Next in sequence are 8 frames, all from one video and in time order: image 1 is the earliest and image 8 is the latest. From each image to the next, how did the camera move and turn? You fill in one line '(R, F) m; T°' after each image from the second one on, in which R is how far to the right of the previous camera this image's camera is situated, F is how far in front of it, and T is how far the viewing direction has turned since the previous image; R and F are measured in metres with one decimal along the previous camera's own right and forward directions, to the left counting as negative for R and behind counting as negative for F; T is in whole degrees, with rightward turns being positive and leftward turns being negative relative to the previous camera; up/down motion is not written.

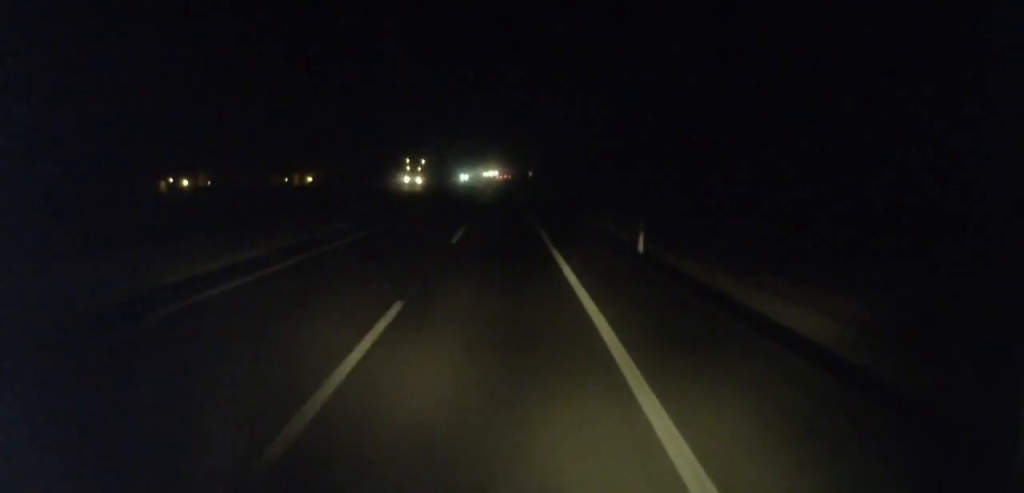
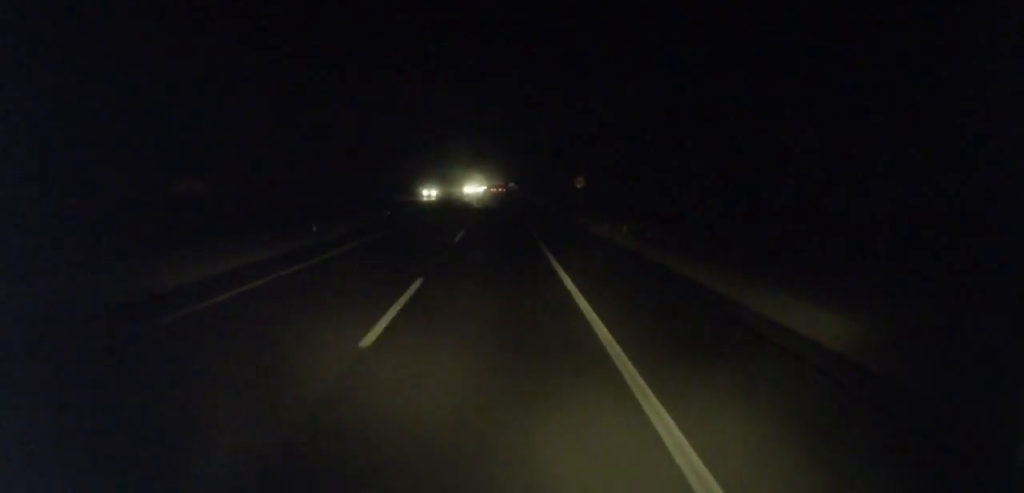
(-0.7, +134.7) m; 0°
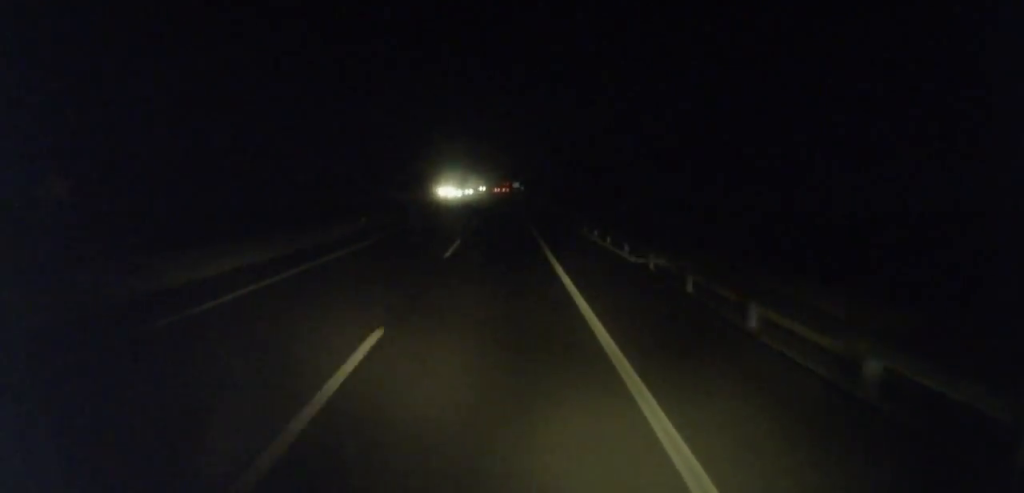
(0.0, +57.2) m; 0°
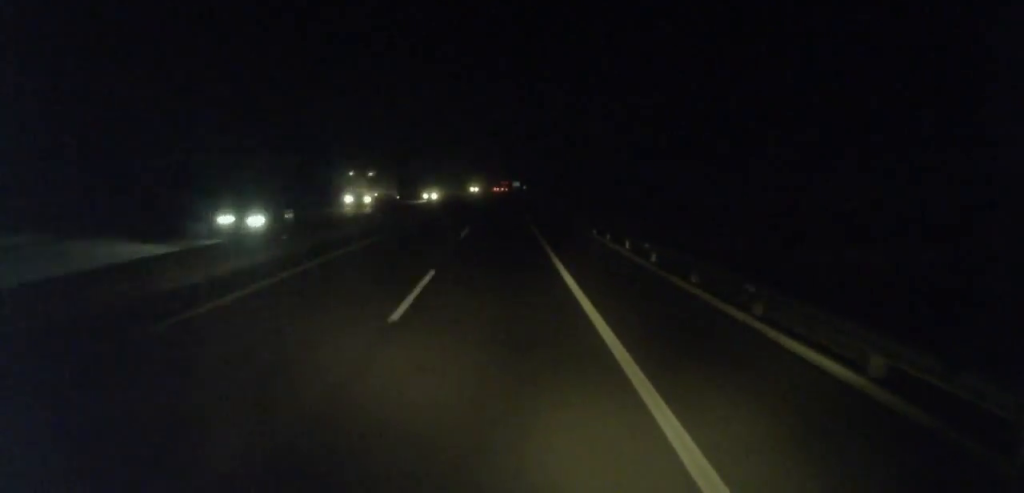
(+0.1, +44.1) m; 0°
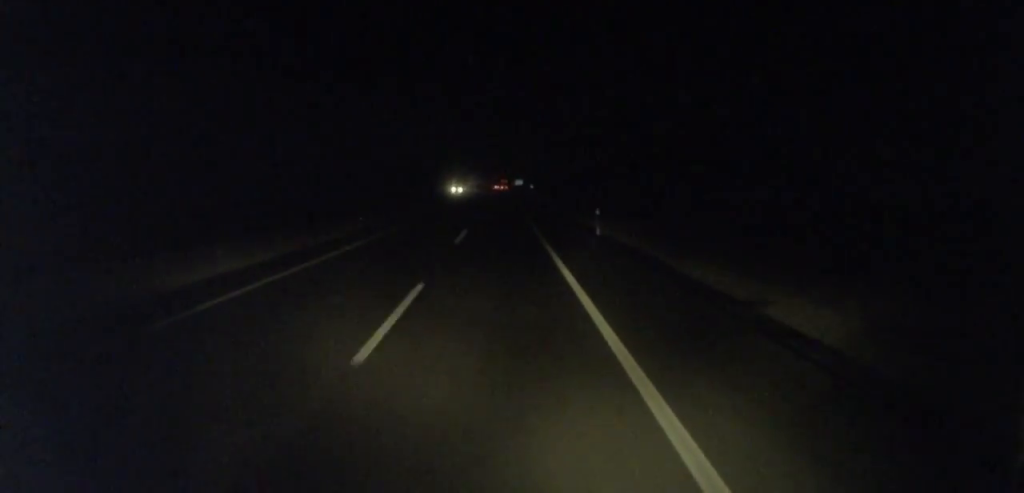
(0.0, +53.5) m; 0°
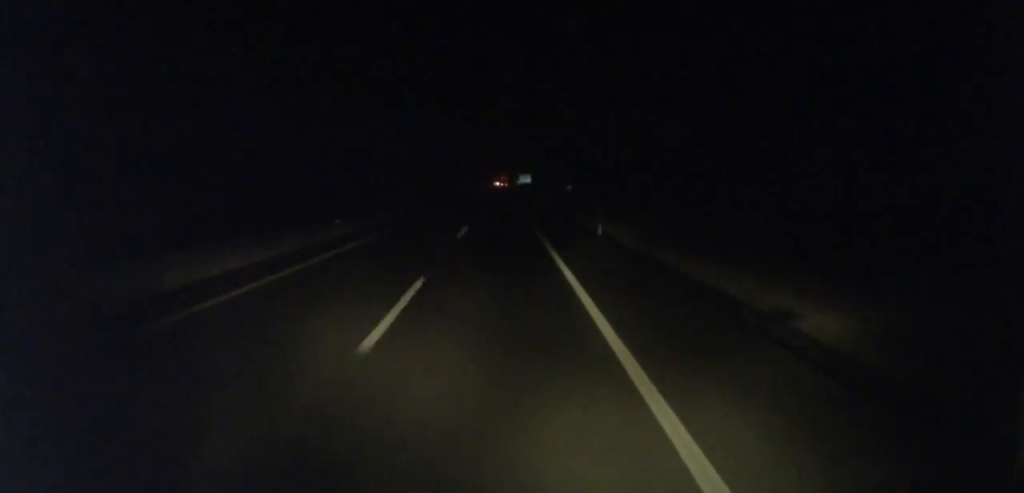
(-0.4, +100.6) m; 0°
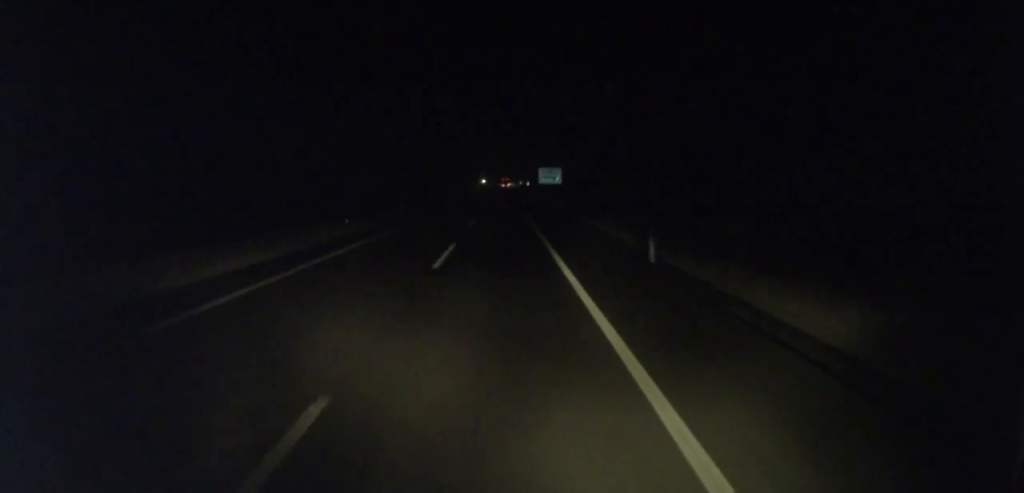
(+0.5, +109.7) m; +1°
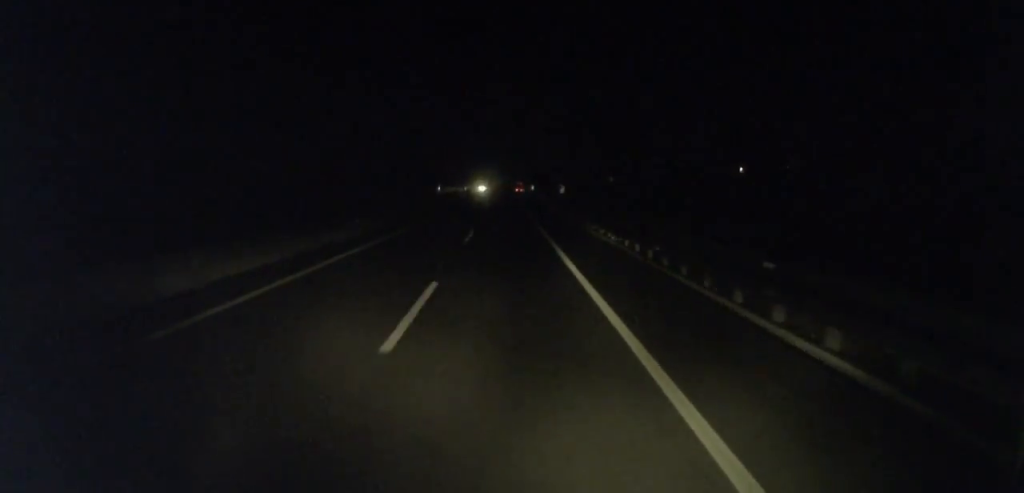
(+0.2, +109.3) m; 0°
